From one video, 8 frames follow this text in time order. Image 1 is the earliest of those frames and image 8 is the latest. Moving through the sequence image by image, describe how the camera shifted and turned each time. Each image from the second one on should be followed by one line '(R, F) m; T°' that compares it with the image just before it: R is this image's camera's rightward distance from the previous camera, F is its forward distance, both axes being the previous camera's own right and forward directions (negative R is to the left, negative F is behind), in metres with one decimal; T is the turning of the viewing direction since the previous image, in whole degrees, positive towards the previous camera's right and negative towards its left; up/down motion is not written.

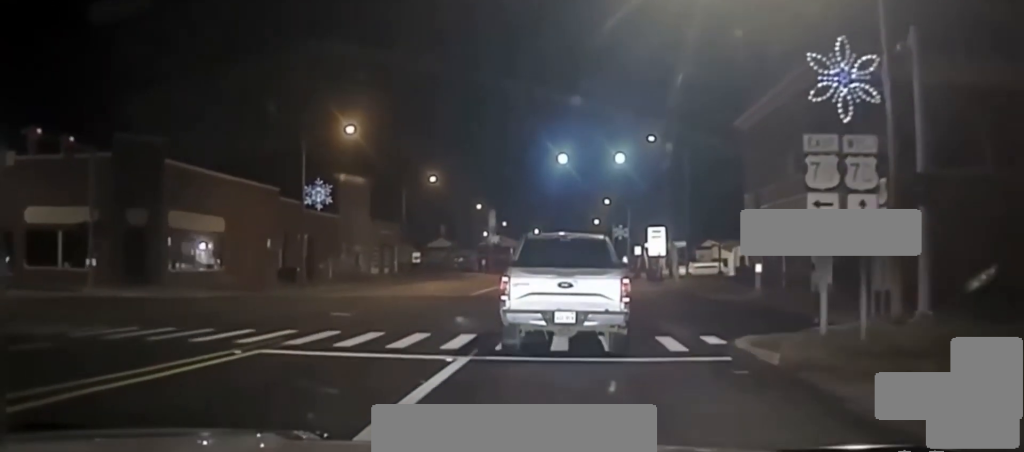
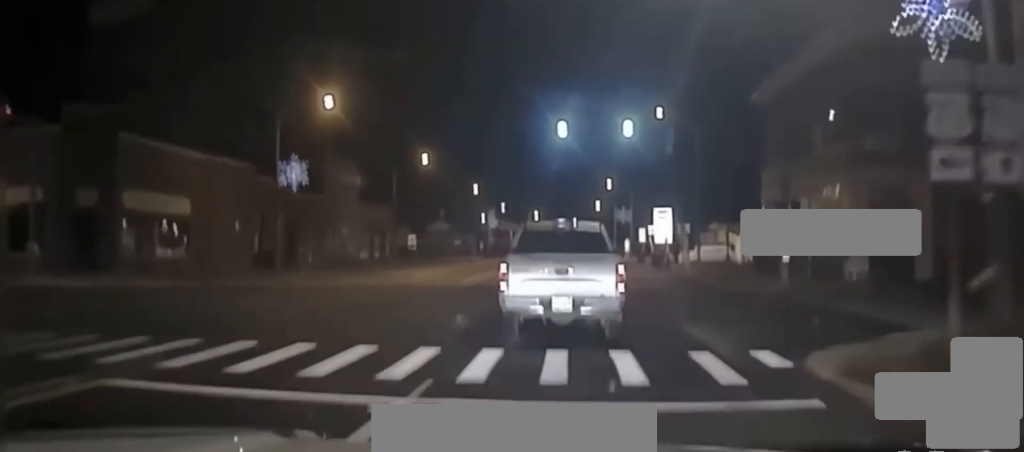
(0.0, +4.4) m; +2°
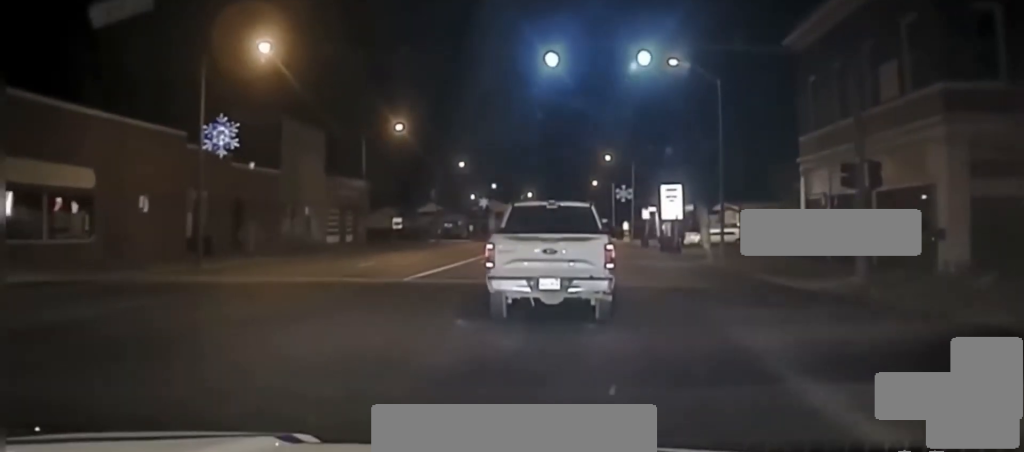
(+0.3, +9.3) m; +2°
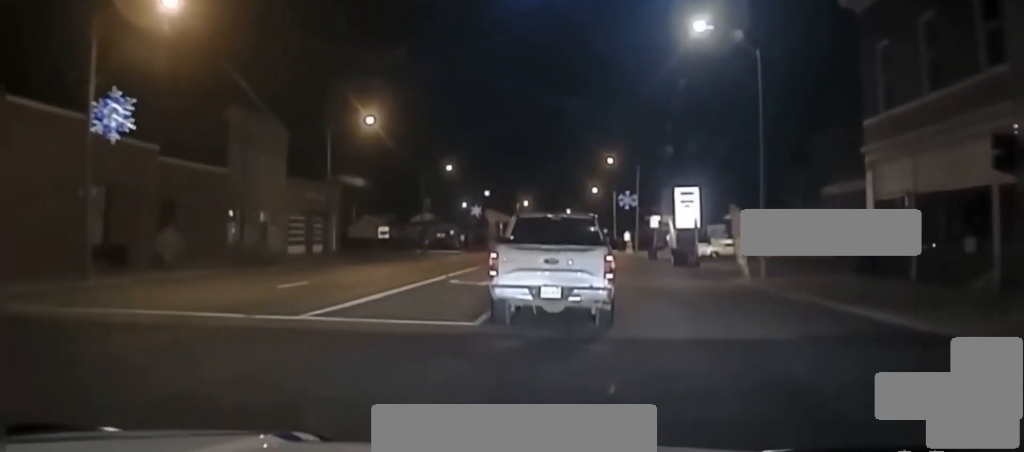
(0.0, +10.0) m; 0°
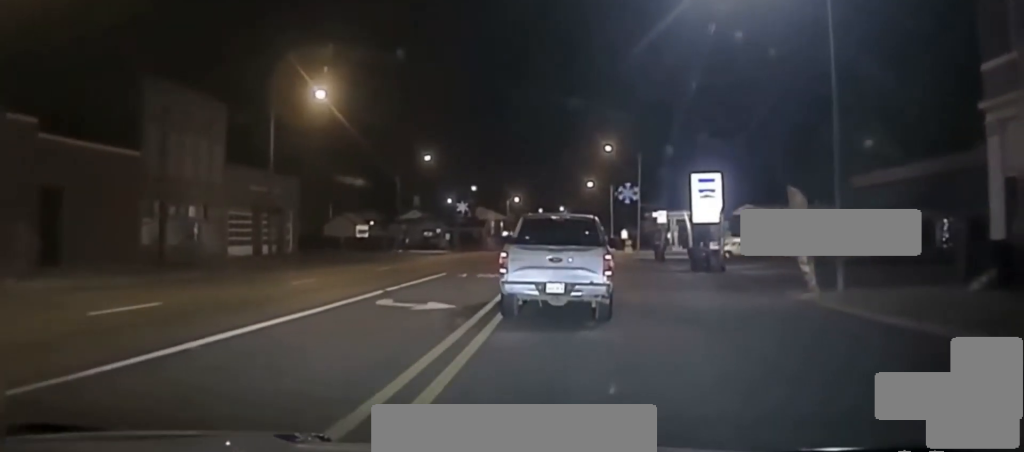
(0.0, +10.5) m; +1°
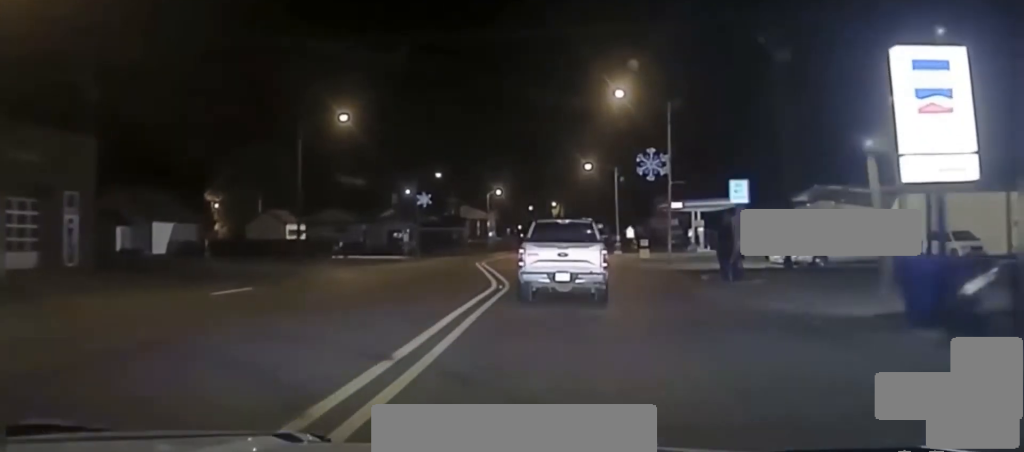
(+0.3, +31.7) m; -1°
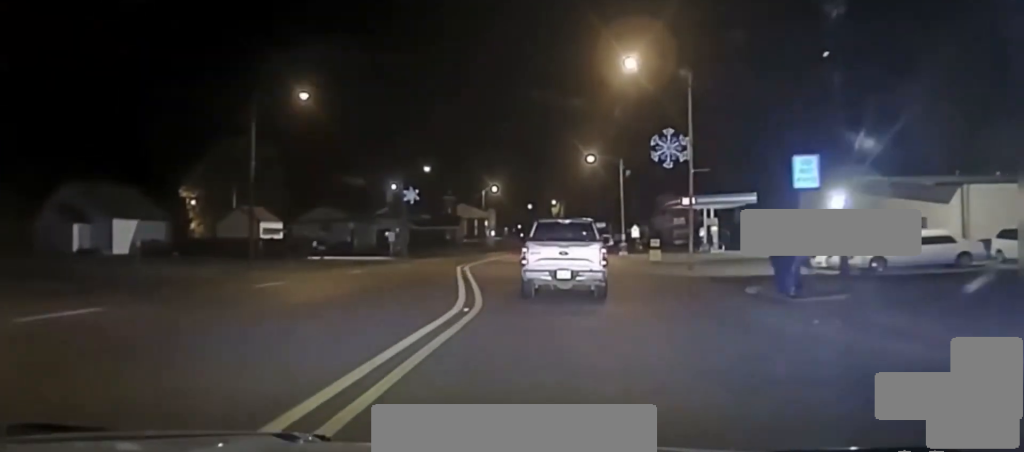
(0.0, +8.1) m; 0°
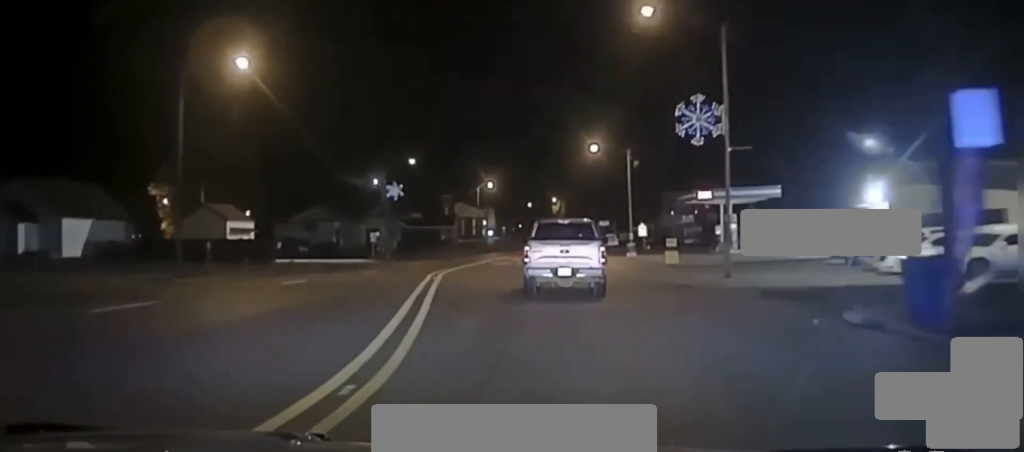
(0.0, +9.5) m; +1°
